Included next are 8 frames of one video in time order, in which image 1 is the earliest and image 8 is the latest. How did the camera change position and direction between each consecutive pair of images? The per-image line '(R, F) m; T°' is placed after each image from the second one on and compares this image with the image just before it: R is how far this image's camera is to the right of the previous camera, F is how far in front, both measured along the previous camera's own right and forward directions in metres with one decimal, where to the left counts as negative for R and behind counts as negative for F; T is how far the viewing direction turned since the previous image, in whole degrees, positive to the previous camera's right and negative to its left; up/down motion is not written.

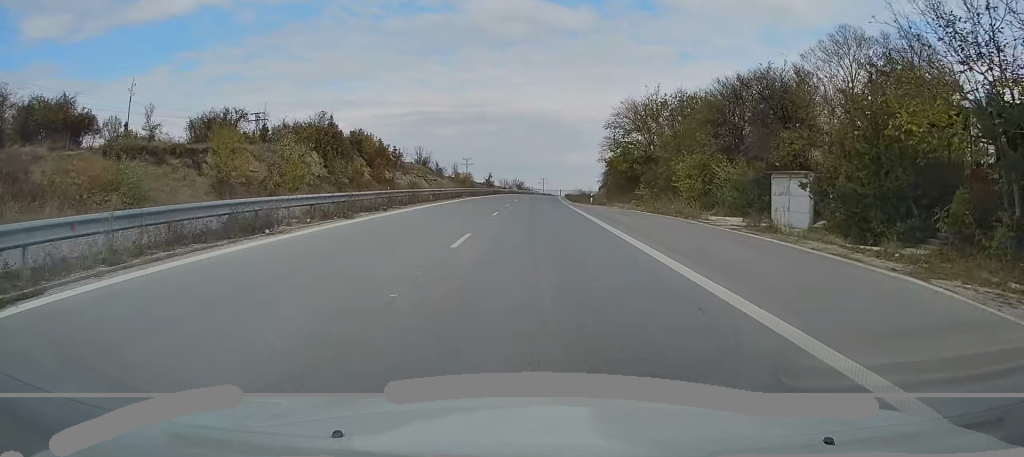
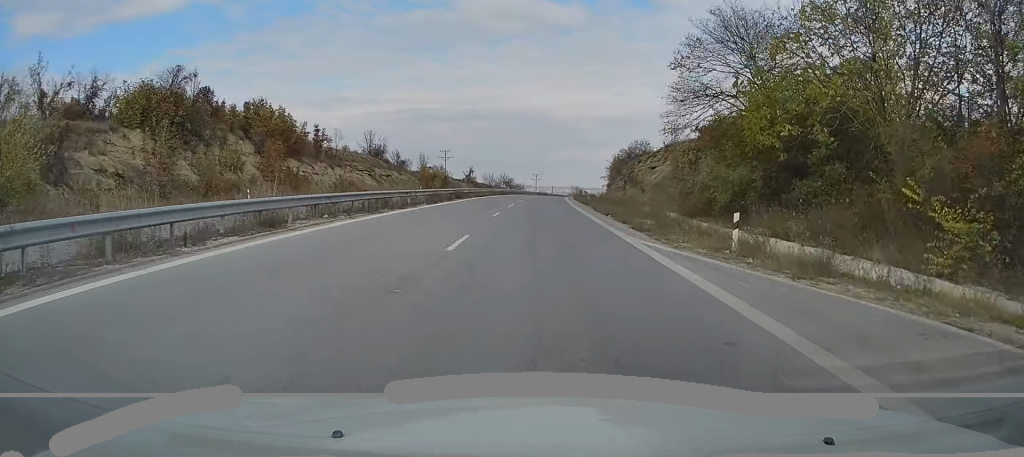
(+0.1, +36.2) m; +1°
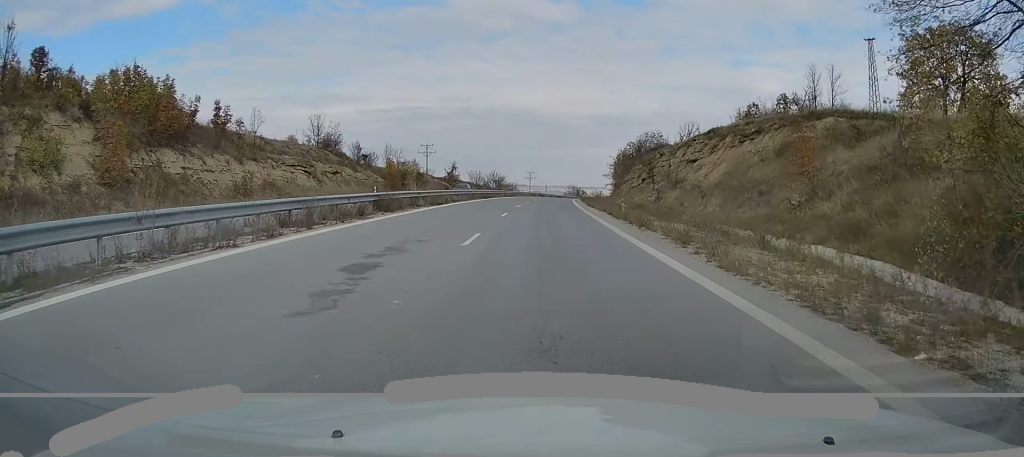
(0.0, +22.4) m; +1°
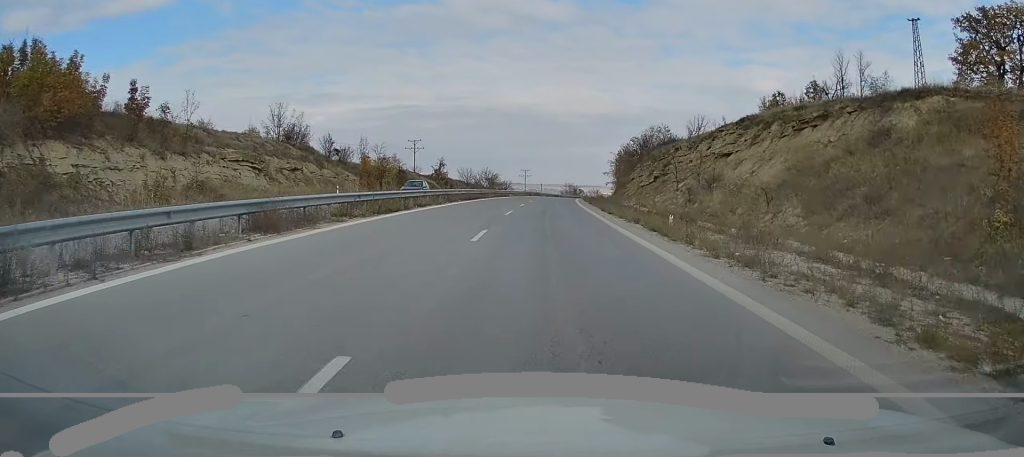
(+0.1, +11.2) m; 0°
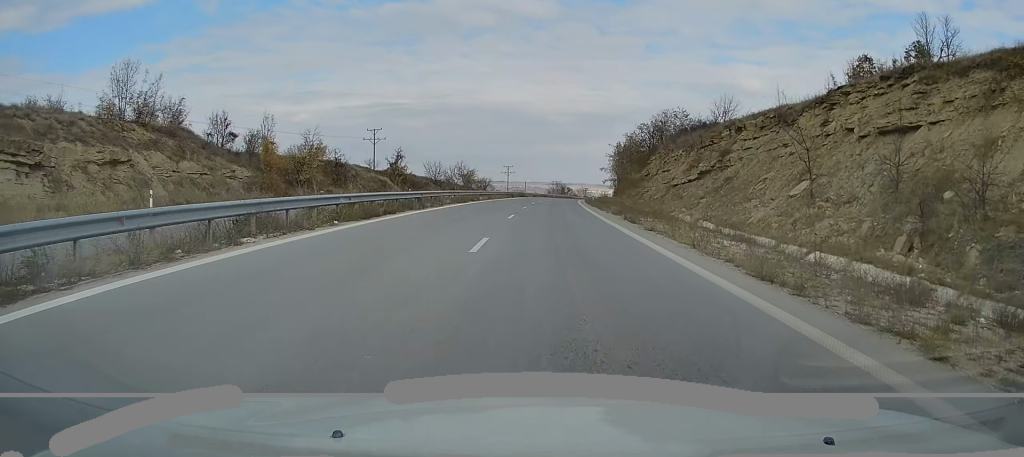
(+0.2, +25.6) m; +1°
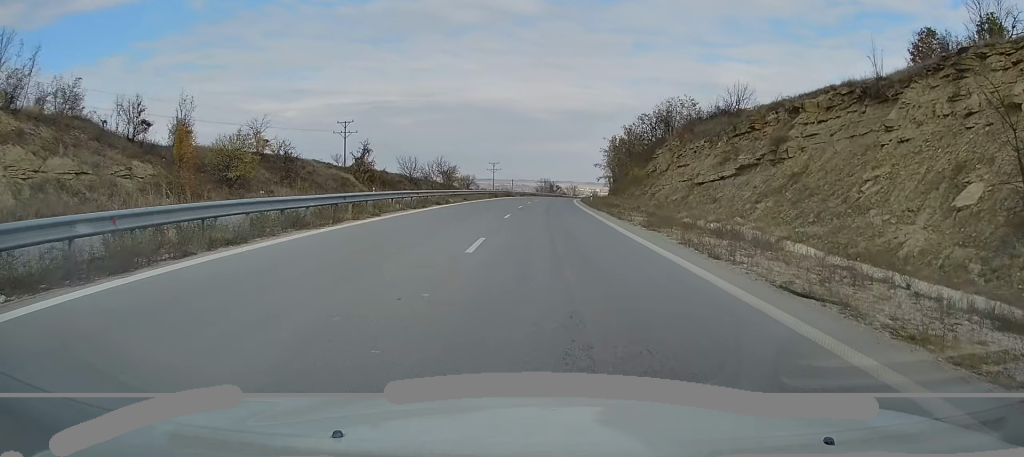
(-0.2, +12.0) m; +1°
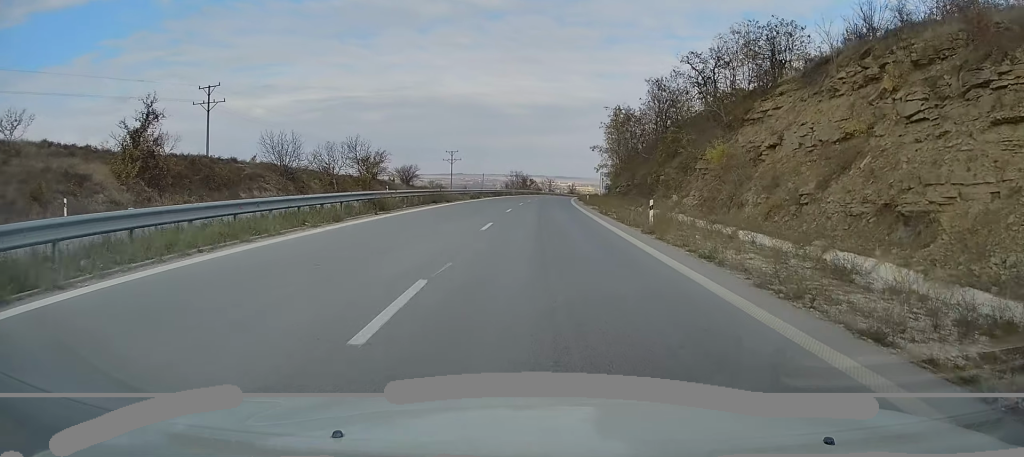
(+1.3, +41.7) m; +3°
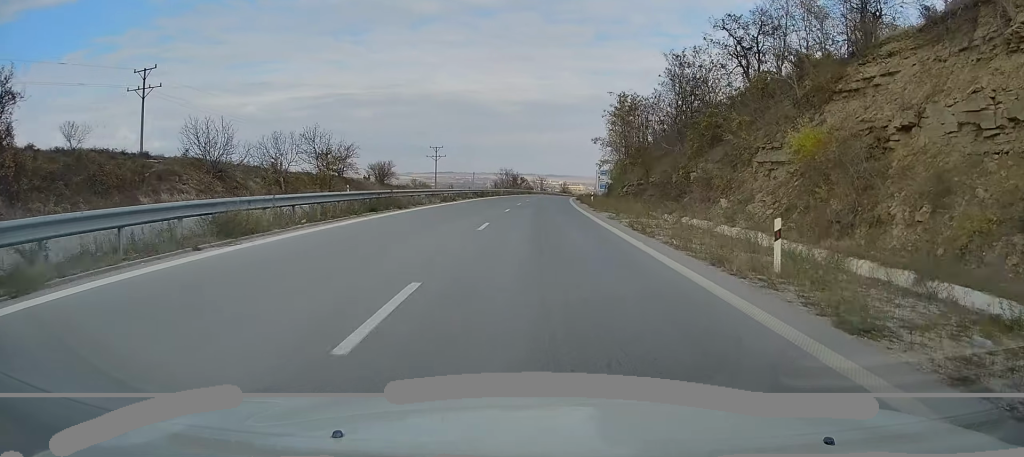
(0.0, +12.1) m; +1°
